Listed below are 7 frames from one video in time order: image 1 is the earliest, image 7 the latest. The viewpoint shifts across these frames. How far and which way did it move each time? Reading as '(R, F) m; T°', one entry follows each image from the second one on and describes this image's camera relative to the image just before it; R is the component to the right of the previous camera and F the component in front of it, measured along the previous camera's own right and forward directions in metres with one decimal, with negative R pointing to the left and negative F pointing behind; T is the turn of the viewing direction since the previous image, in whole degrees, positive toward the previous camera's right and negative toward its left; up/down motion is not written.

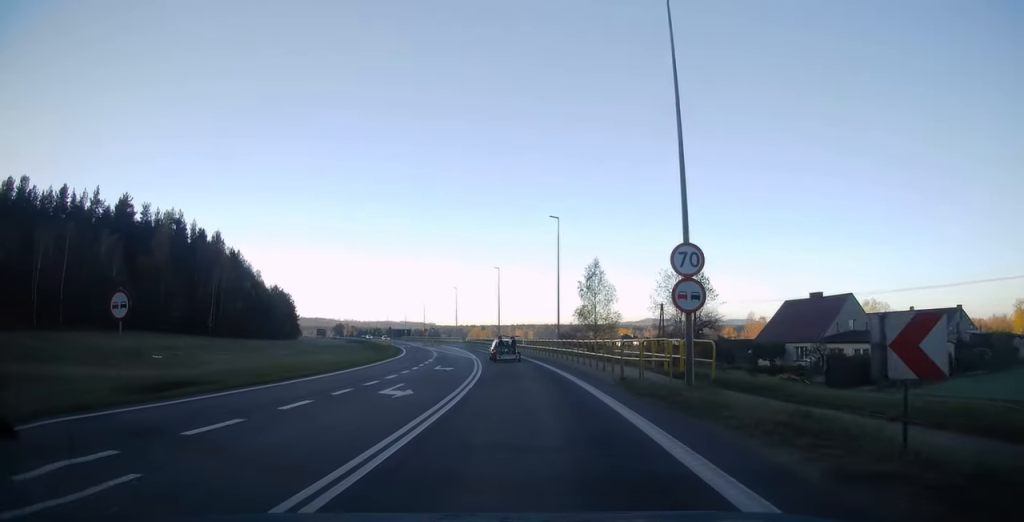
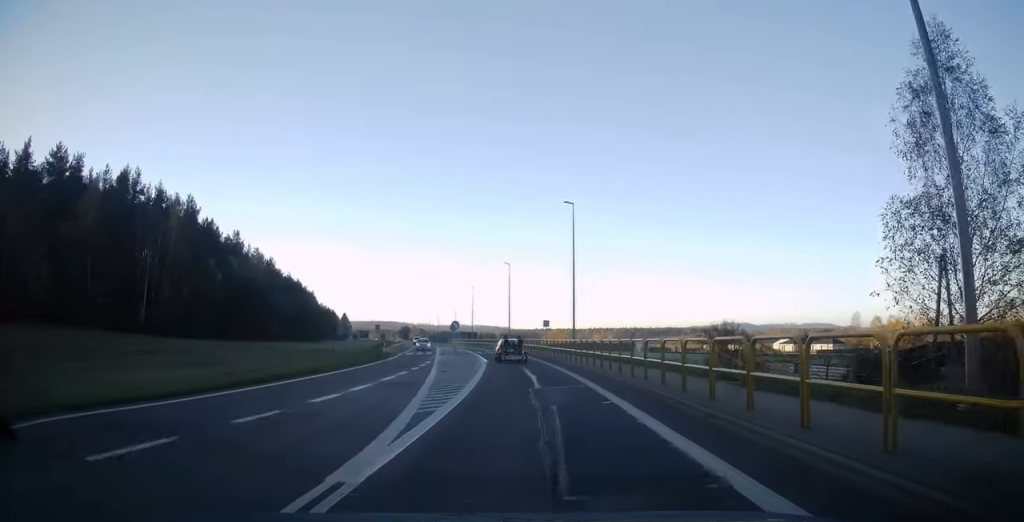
(-2.8, +43.8) m; -7°
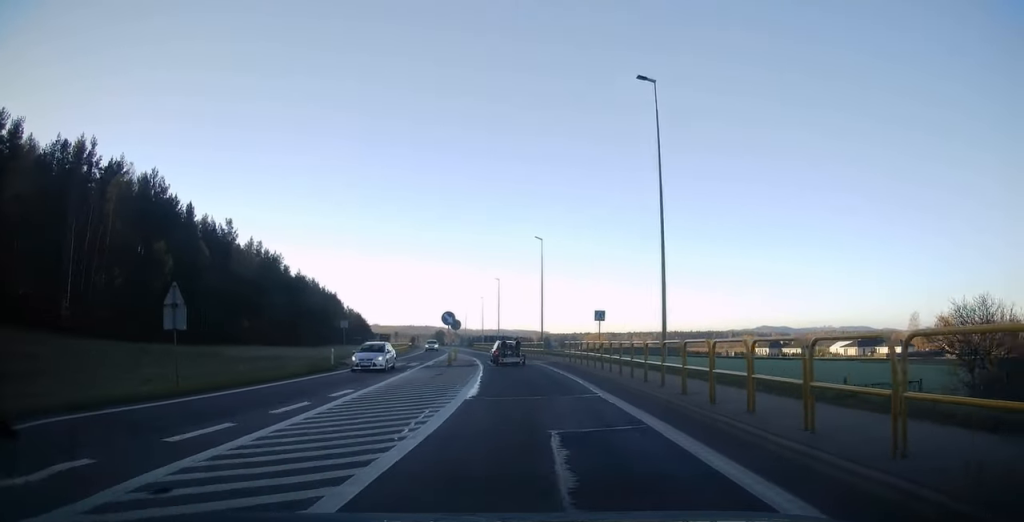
(-0.4, +22.8) m; -4°
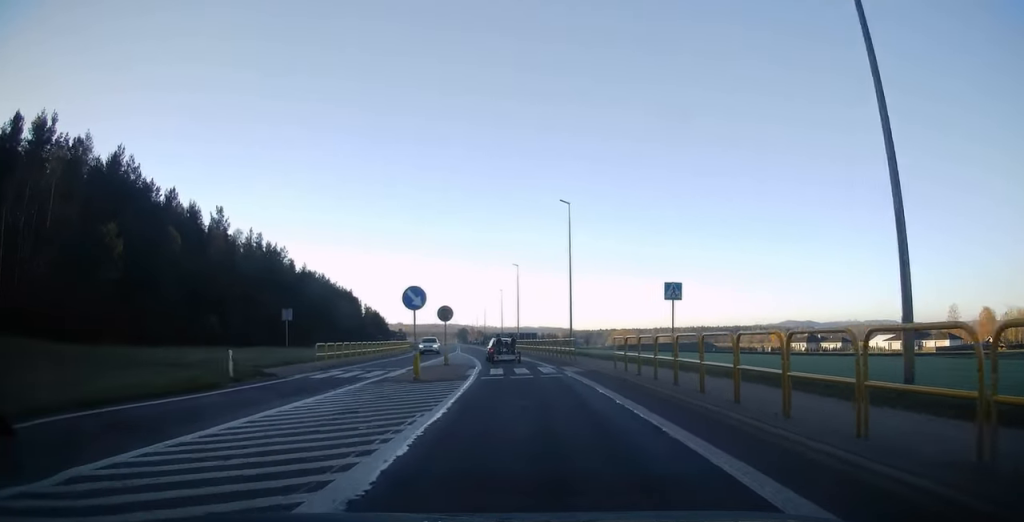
(-0.5, +14.3) m; -3°
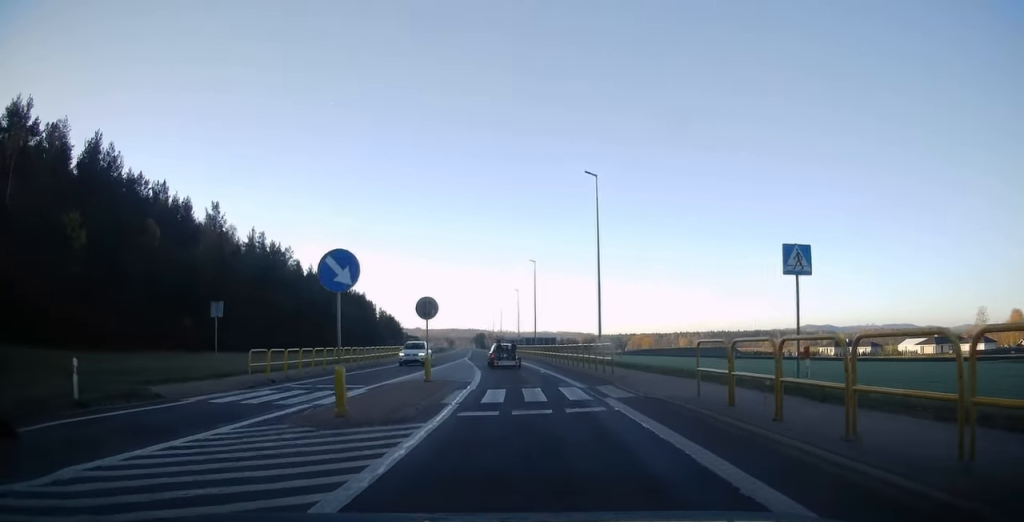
(-0.1, +9.1) m; -2°
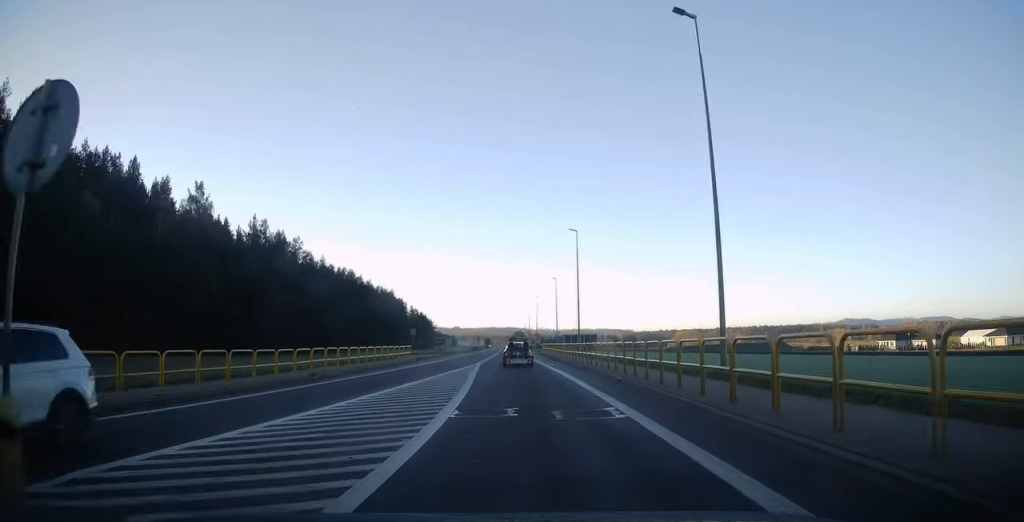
(-0.5, +18.7) m; -3°
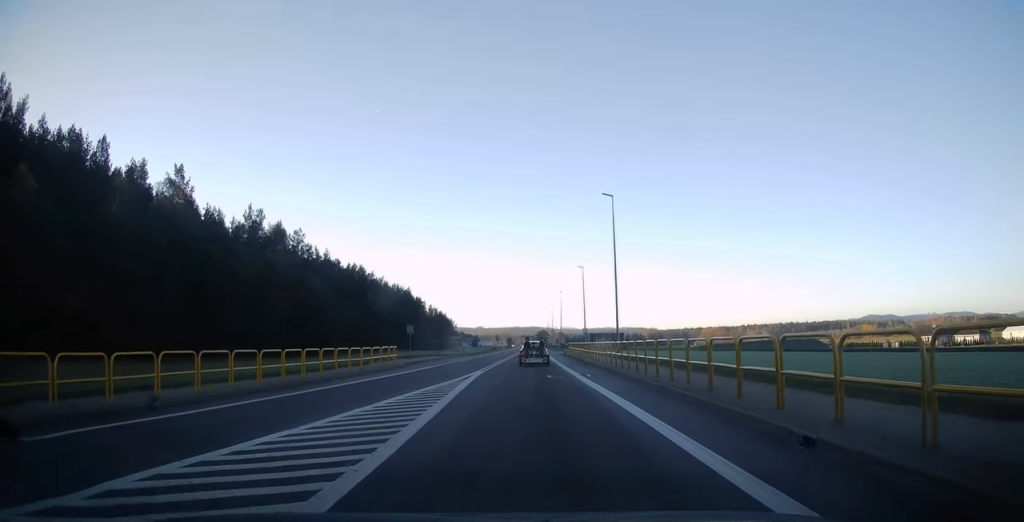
(-0.2, +12.6) m; -2°
